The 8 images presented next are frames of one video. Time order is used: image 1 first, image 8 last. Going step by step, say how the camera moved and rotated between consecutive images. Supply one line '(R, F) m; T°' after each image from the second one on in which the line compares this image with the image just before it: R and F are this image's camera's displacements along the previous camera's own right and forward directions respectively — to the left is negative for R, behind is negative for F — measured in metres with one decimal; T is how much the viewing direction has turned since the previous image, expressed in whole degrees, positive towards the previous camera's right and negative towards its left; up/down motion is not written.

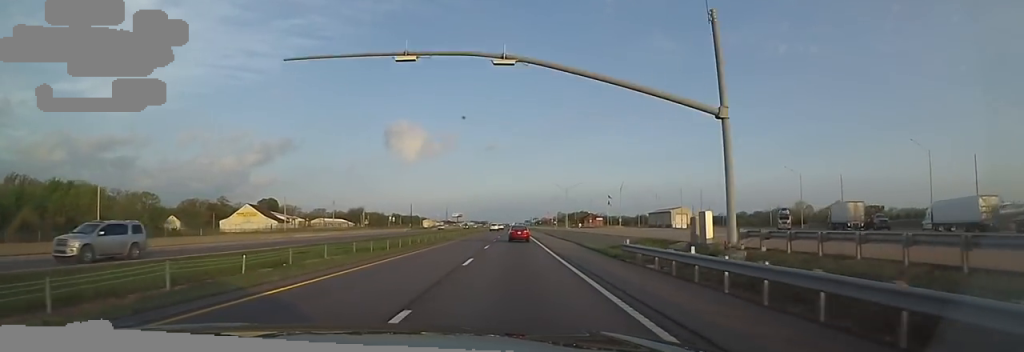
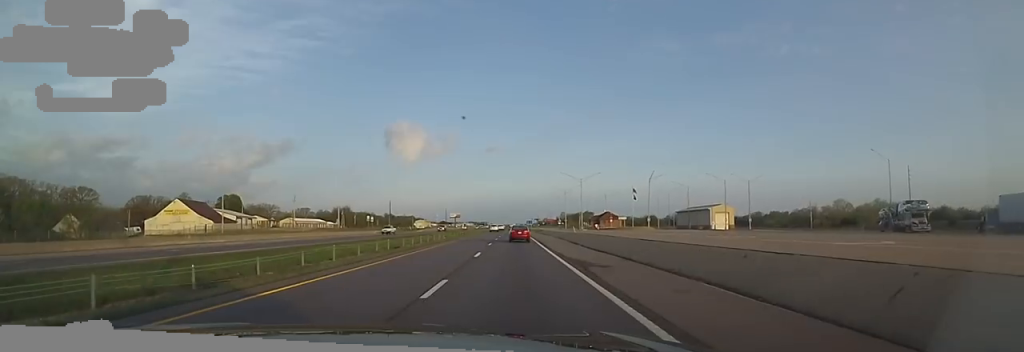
(-1.6, +31.5) m; 0°
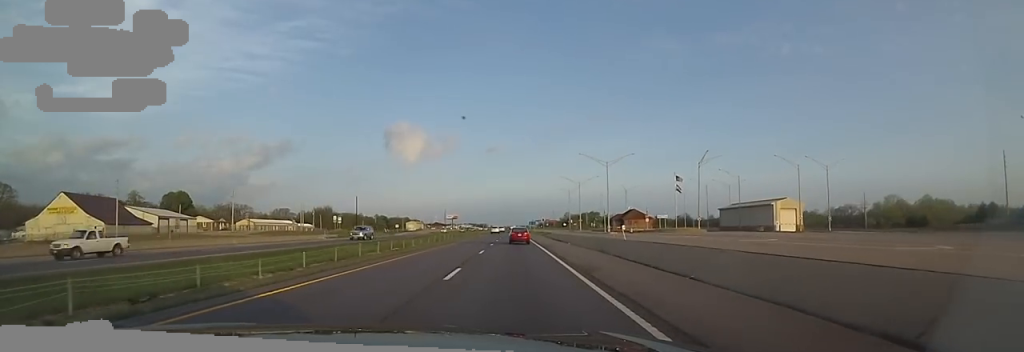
(+2.0, +33.7) m; +1°
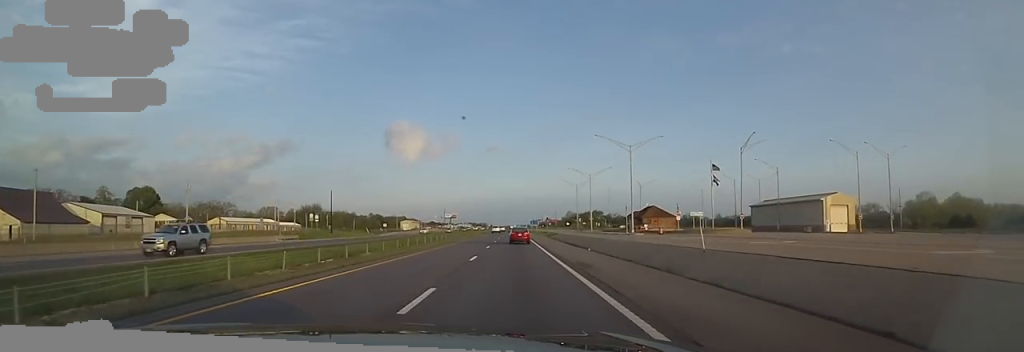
(-0.7, +17.3) m; -1°
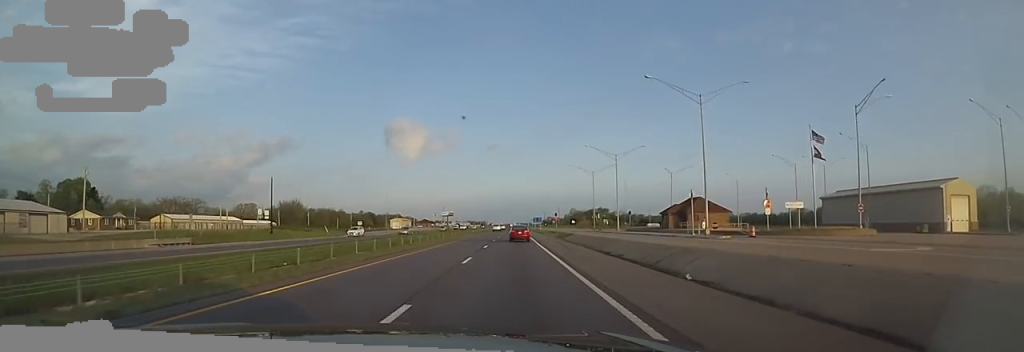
(-0.6, +27.4) m; -1°
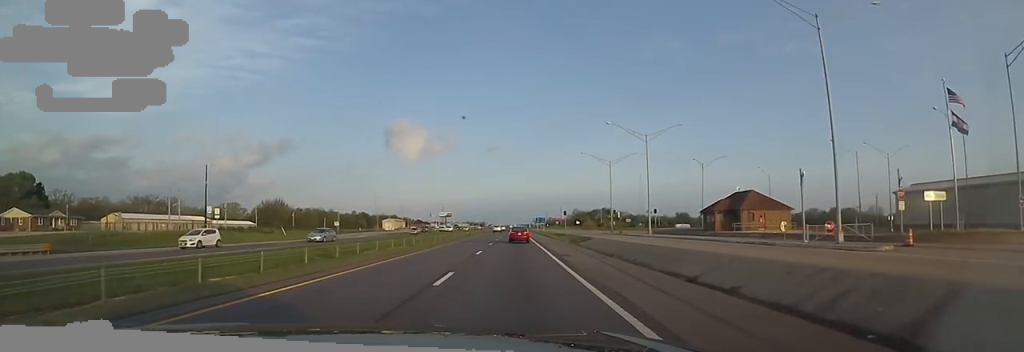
(+0.6, +19.0) m; 0°
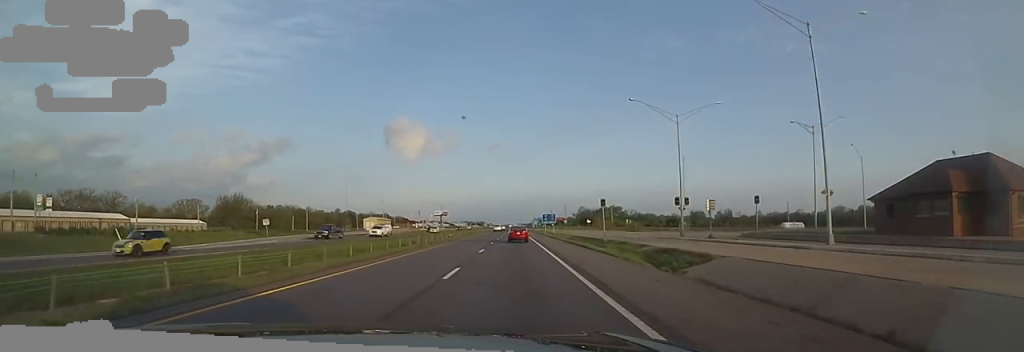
(-0.9, +36.9) m; +1°
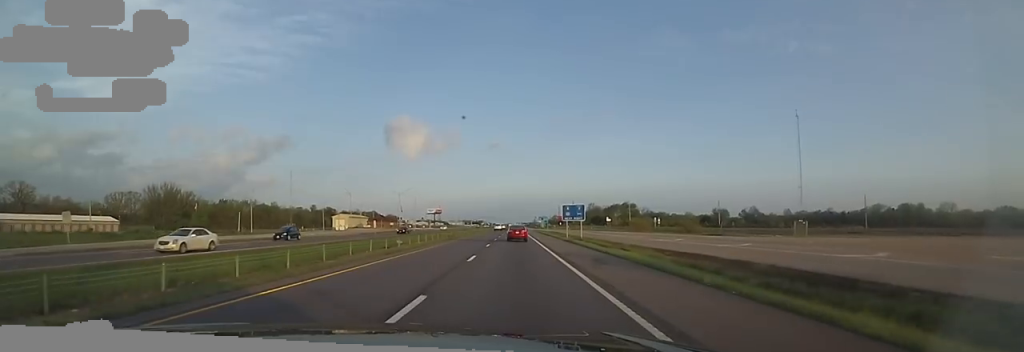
(+1.0, +44.6) m; 0°
